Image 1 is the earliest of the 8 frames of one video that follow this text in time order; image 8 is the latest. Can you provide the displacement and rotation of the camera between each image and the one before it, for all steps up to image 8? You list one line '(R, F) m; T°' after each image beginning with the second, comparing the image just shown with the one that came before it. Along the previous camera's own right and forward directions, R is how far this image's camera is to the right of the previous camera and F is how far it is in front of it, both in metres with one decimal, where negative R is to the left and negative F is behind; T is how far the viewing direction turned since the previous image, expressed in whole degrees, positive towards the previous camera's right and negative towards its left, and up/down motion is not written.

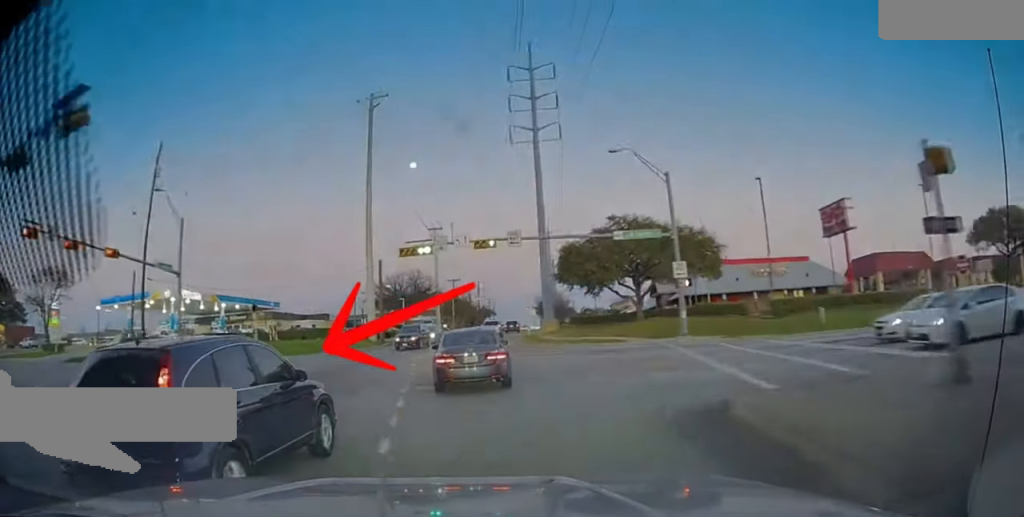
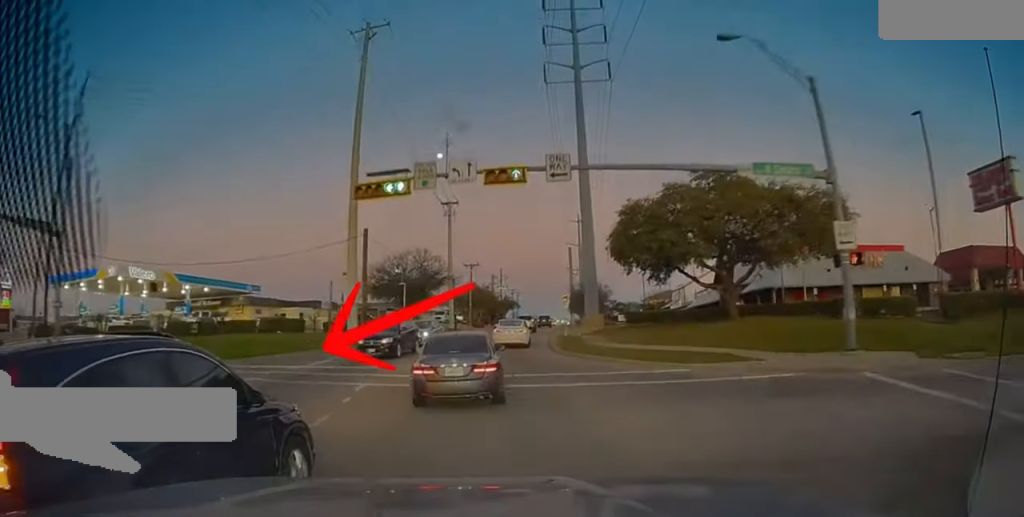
(-0.2, +14.0) m; -1°
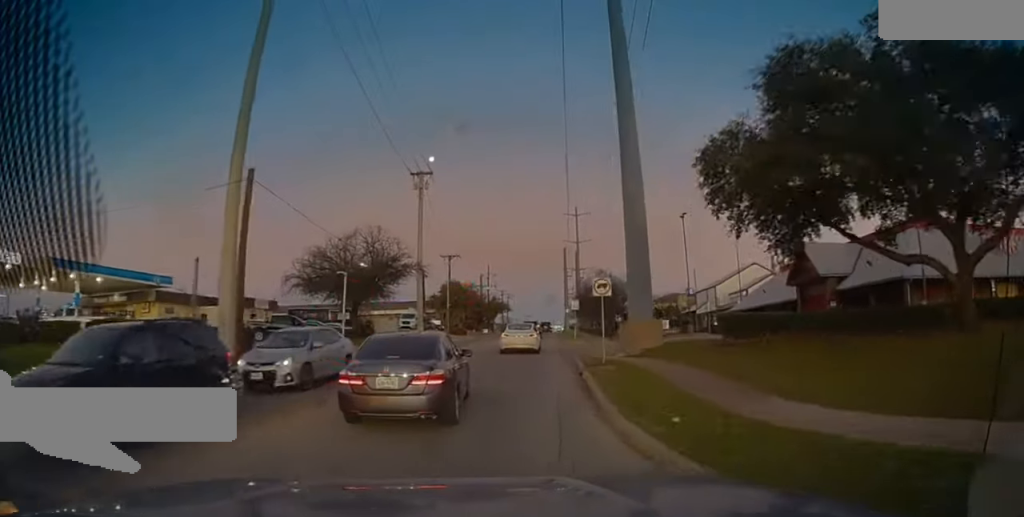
(0.0, +17.8) m; 0°
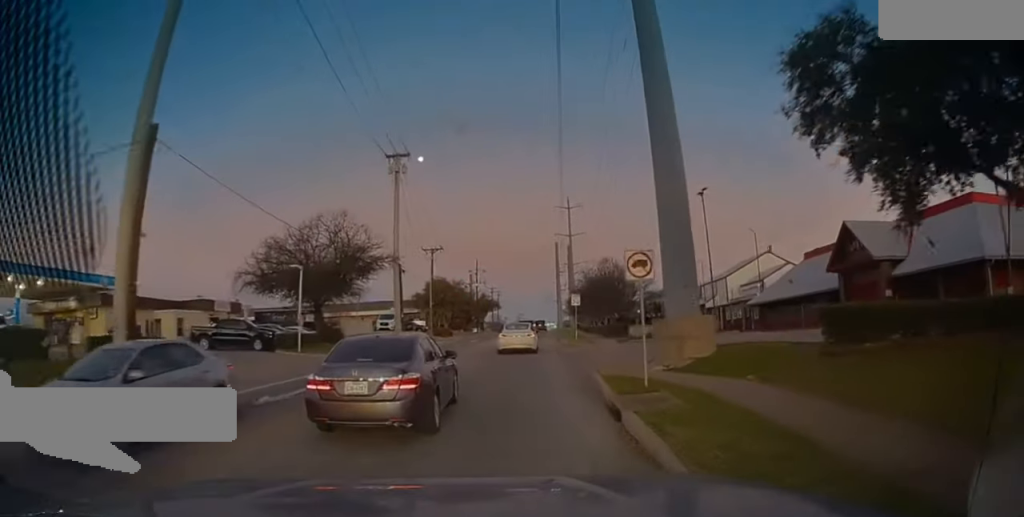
(0.0, +7.1) m; 0°
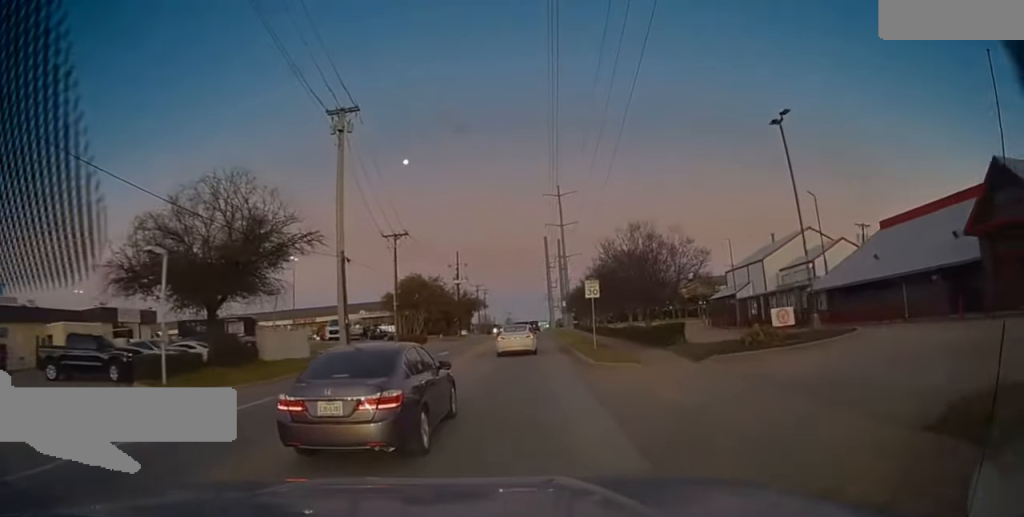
(0.0, +13.9) m; 0°
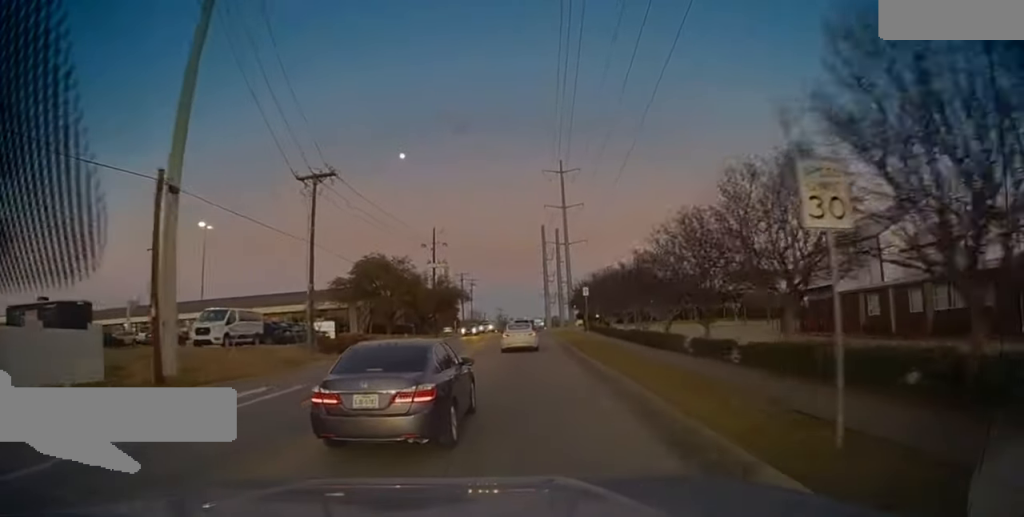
(+0.6, +20.5) m; +4°
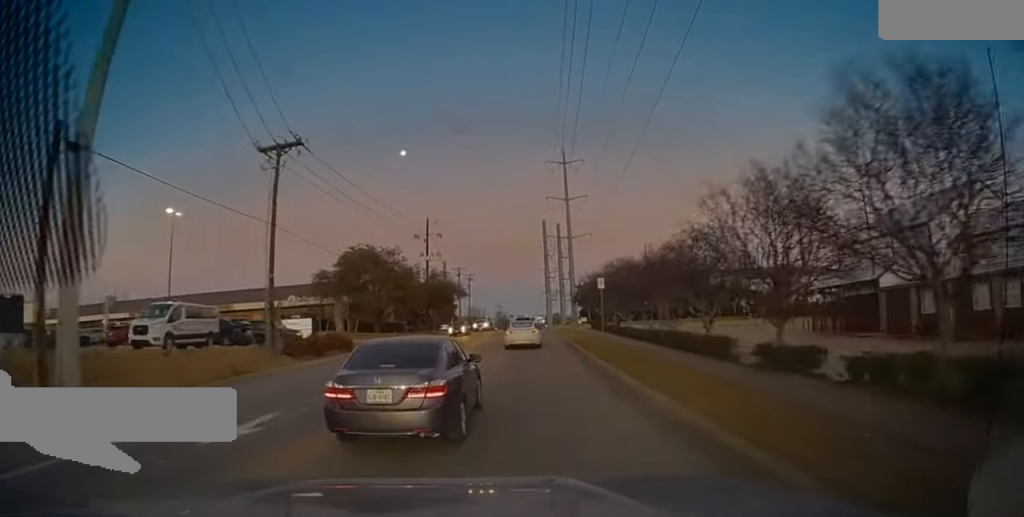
(+0.1, +5.4) m; 0°
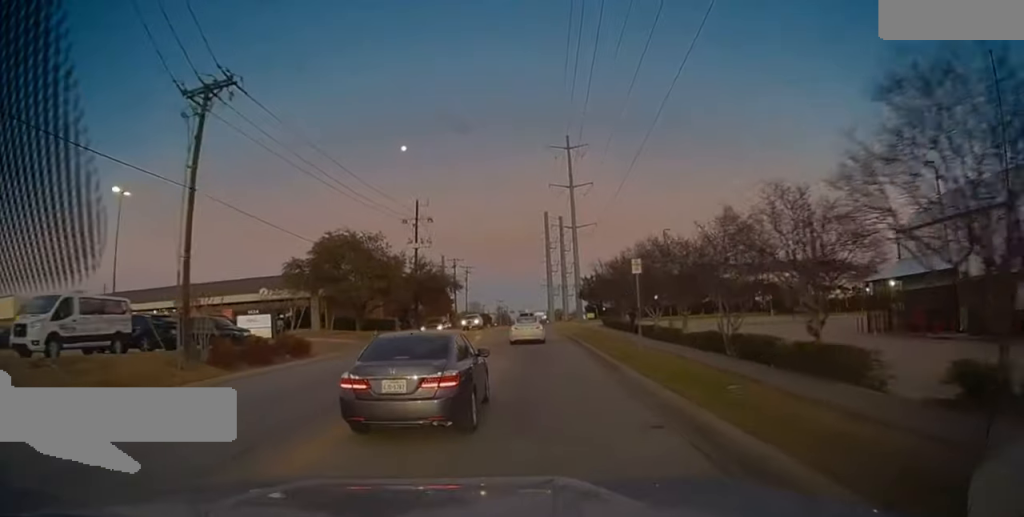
(+0.1, +7.3) m; -1°
